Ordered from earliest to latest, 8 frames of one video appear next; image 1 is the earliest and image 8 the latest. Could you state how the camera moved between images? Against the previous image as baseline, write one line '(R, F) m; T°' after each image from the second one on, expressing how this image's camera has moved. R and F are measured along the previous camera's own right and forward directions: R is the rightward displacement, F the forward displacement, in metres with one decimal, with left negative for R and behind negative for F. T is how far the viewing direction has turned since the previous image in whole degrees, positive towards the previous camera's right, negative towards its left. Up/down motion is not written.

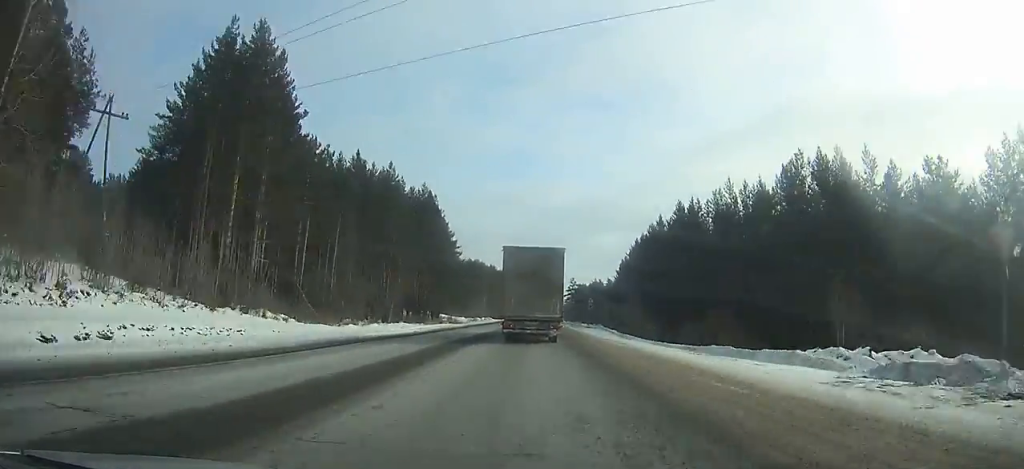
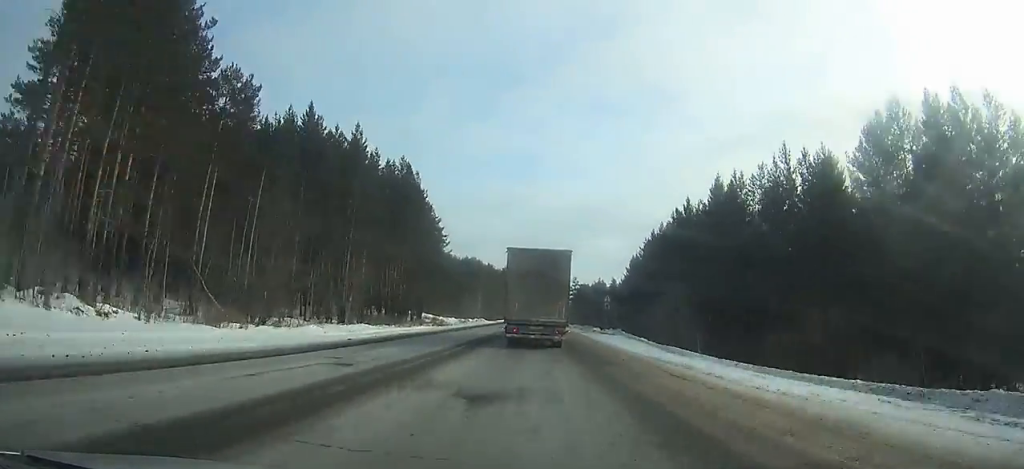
(0.0, +16.2) m; 0°
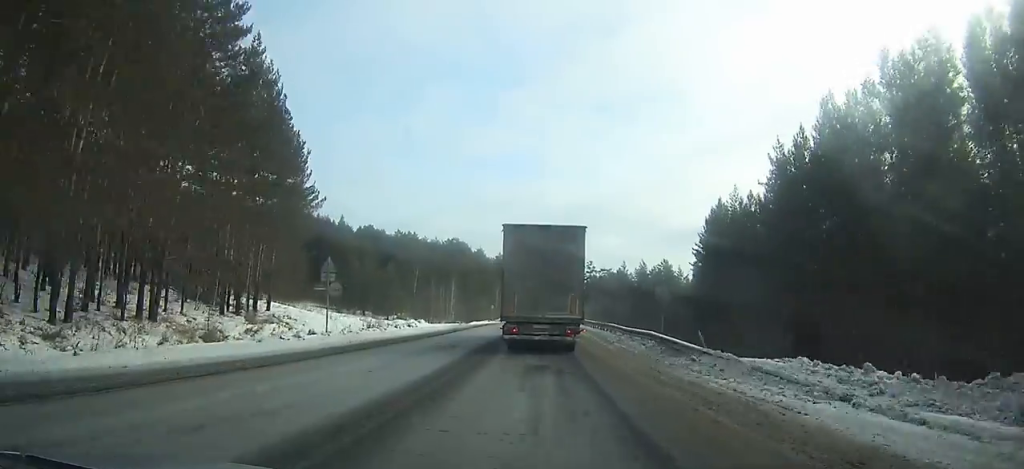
(+0.1, +62.2) m; -1°
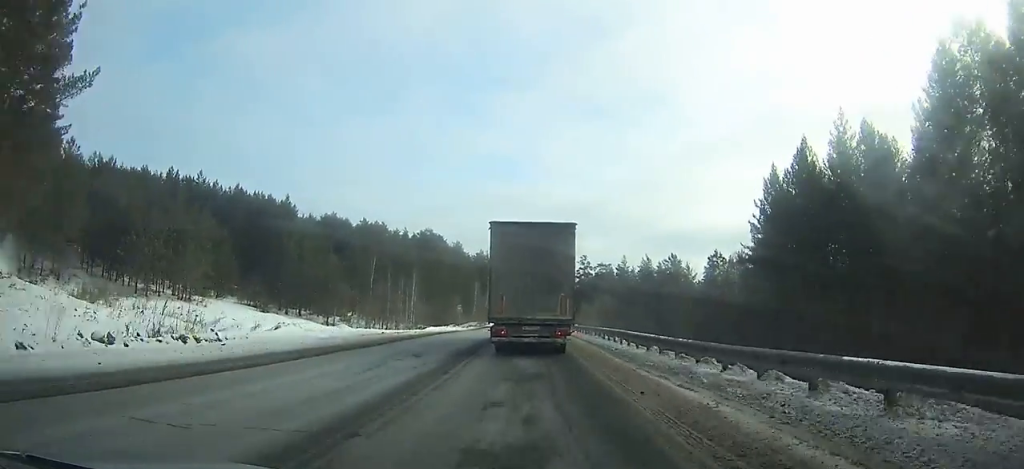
(-0.1, +28.0) m; 0°
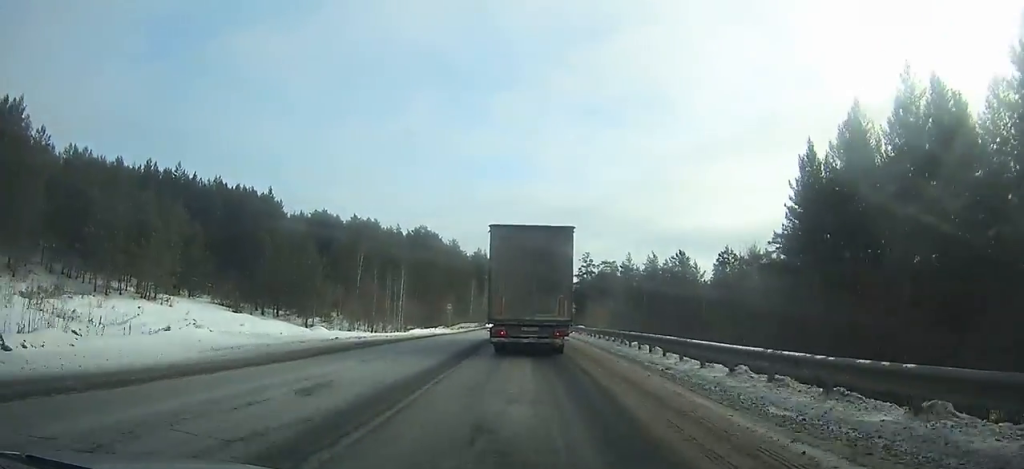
(+0.1, +8.9) m; 0°
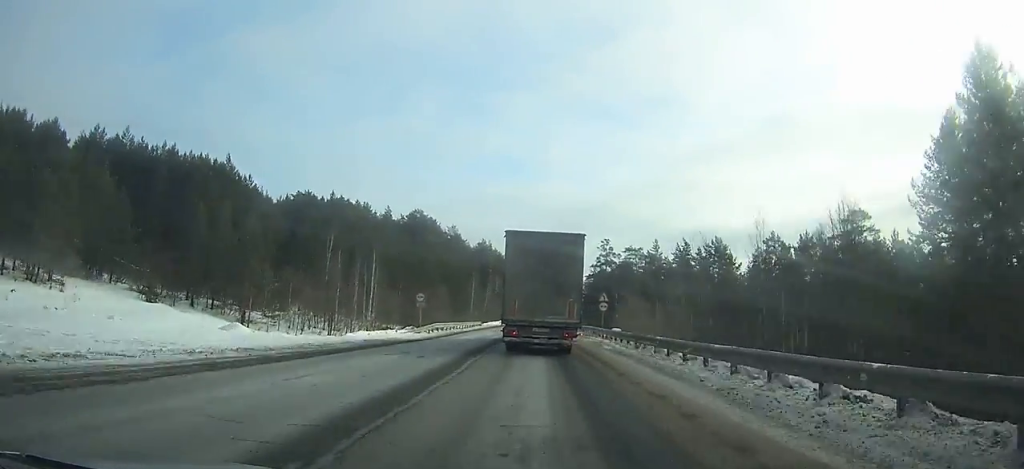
(+0.1, +21.8) m; +1°
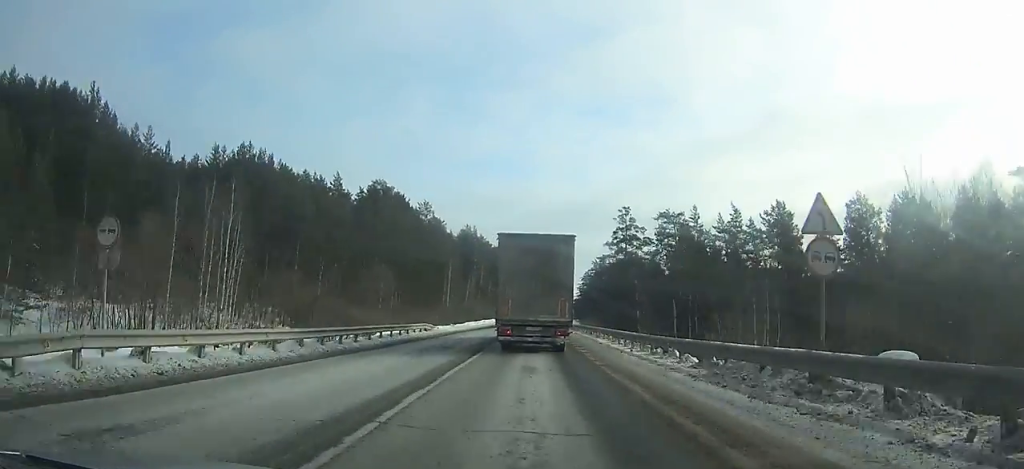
(+0.3, +33.2) m; 0°
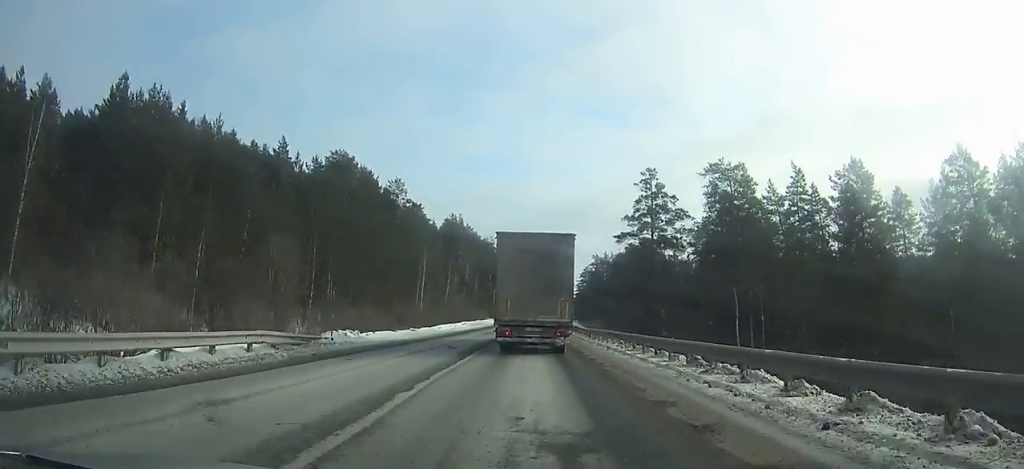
(-0.2, +23.0) m; 0°
